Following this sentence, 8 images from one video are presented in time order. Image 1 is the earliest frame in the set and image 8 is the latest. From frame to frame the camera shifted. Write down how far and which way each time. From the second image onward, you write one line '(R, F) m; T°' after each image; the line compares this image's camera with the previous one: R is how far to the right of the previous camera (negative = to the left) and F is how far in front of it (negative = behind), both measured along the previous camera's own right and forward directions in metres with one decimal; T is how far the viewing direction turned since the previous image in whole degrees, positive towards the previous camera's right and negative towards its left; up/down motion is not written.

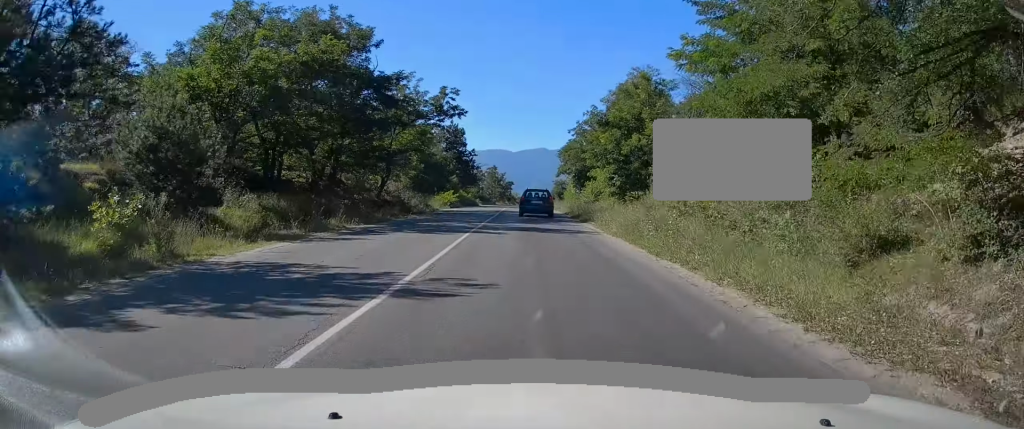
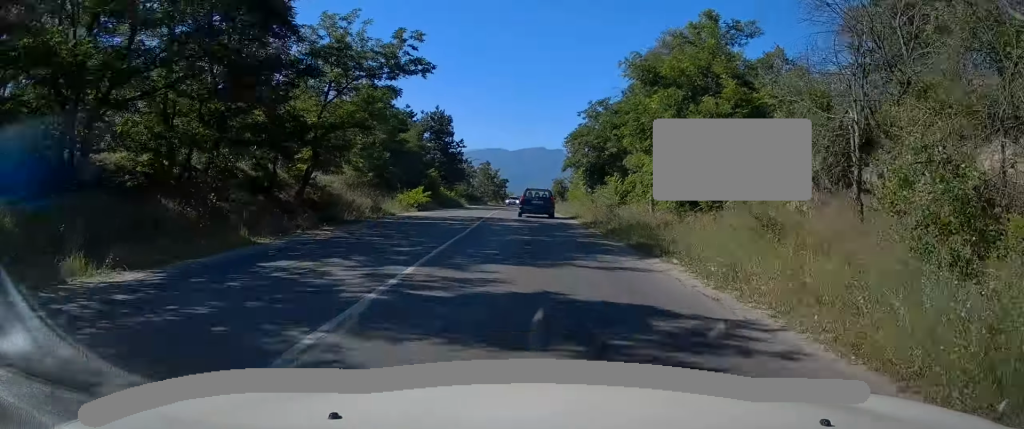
(0.0, +14.0) m; 0°
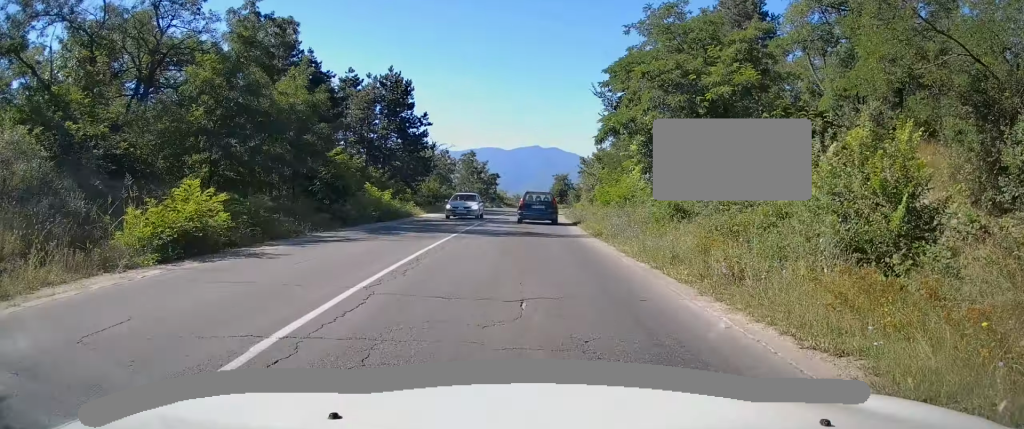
(+0.2, +25.9) m; +1°
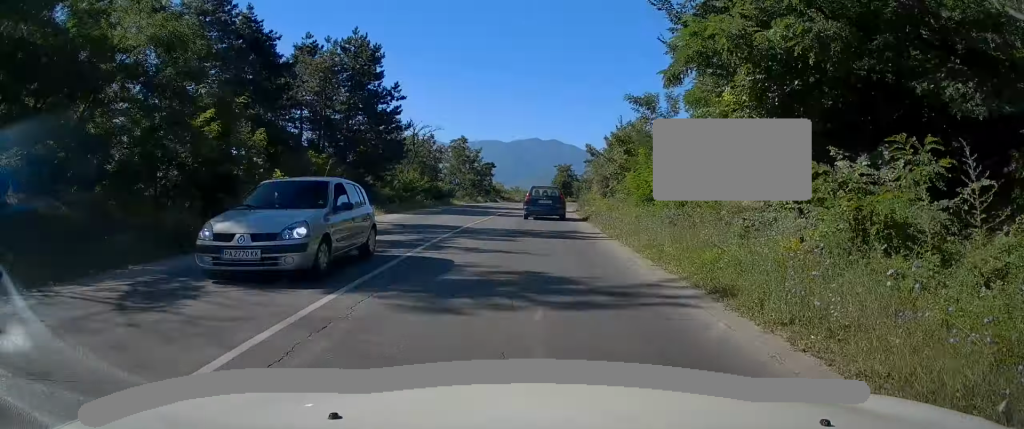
(0.0, +11.8) m; 0°
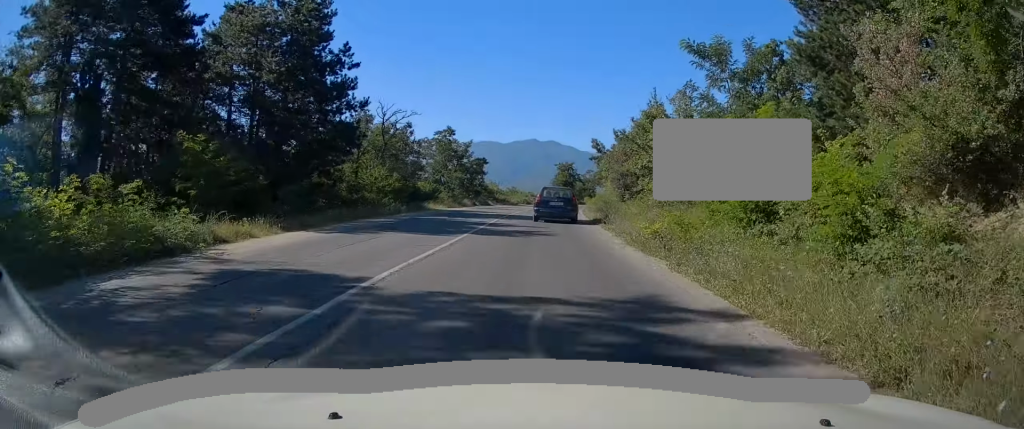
(0.0, +11.9) m; 0°
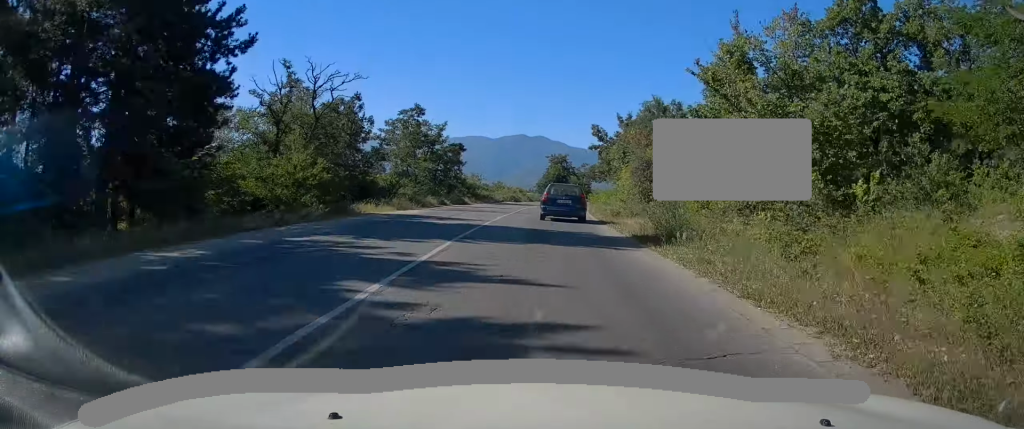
(+0.1, +13.6) m; +1°
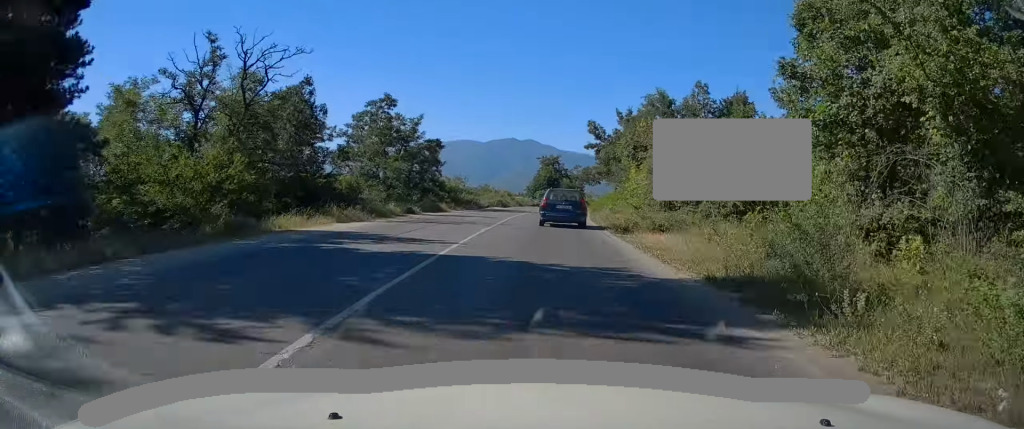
(0.0, +7.7) m; +1°
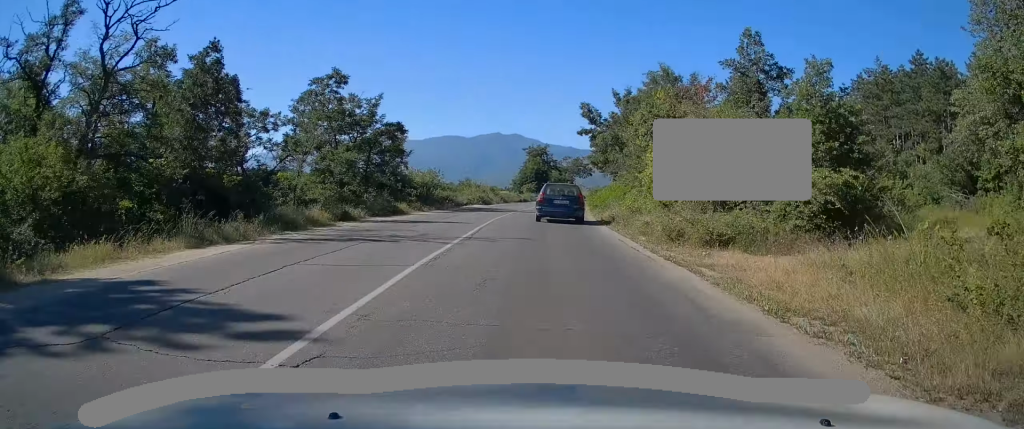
(+0.2, +8.8) m; +1°
